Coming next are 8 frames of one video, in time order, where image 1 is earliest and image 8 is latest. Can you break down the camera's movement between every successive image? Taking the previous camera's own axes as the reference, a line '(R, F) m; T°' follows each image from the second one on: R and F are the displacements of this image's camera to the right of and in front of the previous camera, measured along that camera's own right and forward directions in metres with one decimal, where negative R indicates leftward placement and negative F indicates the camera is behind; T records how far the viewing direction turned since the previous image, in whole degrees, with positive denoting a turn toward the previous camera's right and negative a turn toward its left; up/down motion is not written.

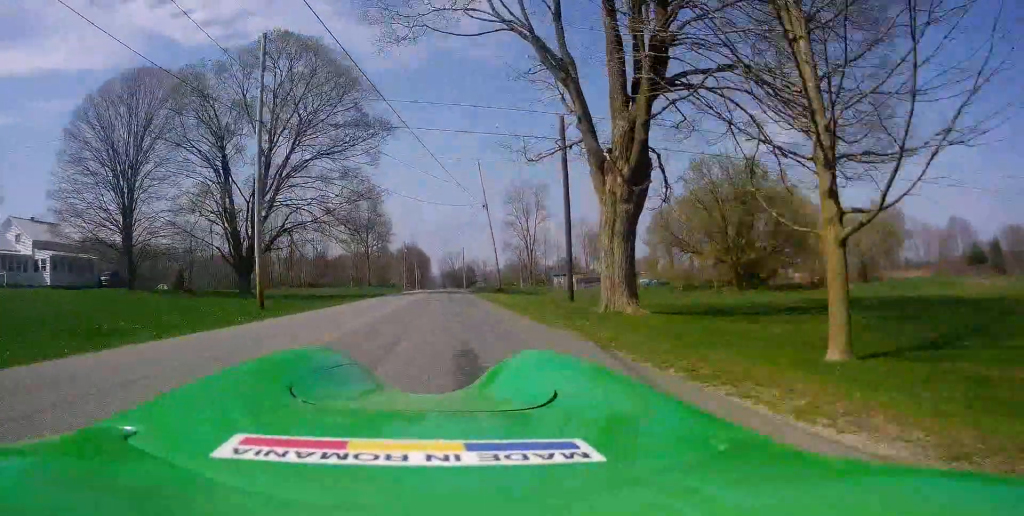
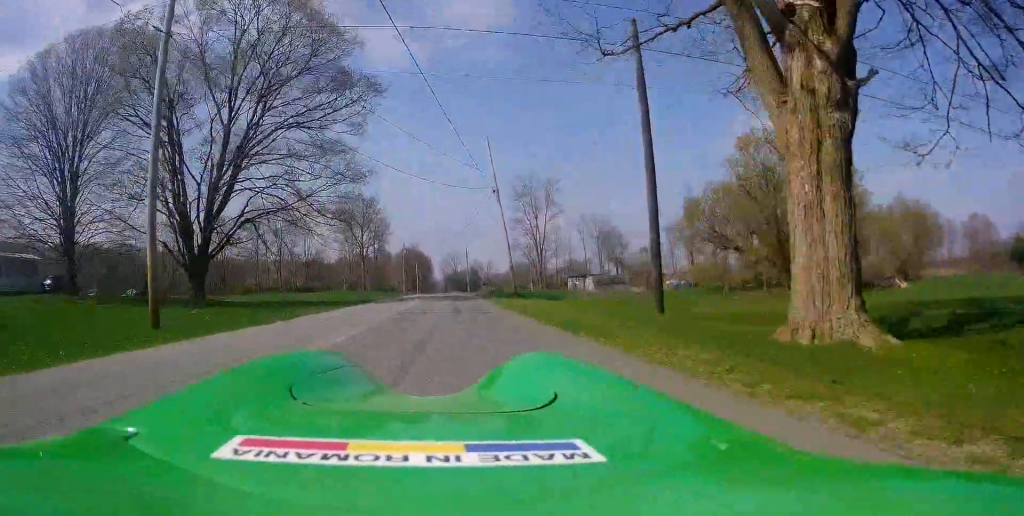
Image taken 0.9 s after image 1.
(+0.1, +8.1) m; 0°
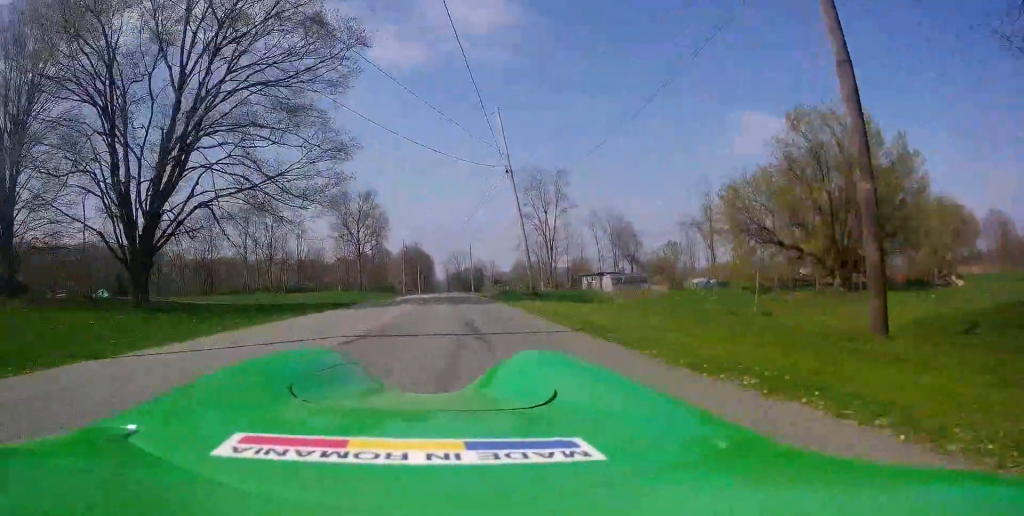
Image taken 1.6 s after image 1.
(0.0, +6.7) m; -1°
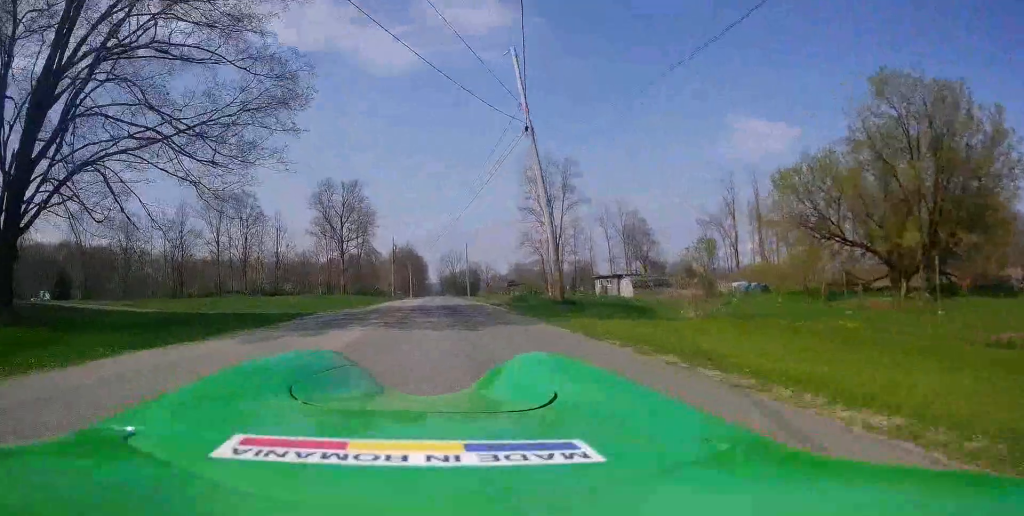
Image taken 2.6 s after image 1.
(-0.2, +9.6) m; 0°
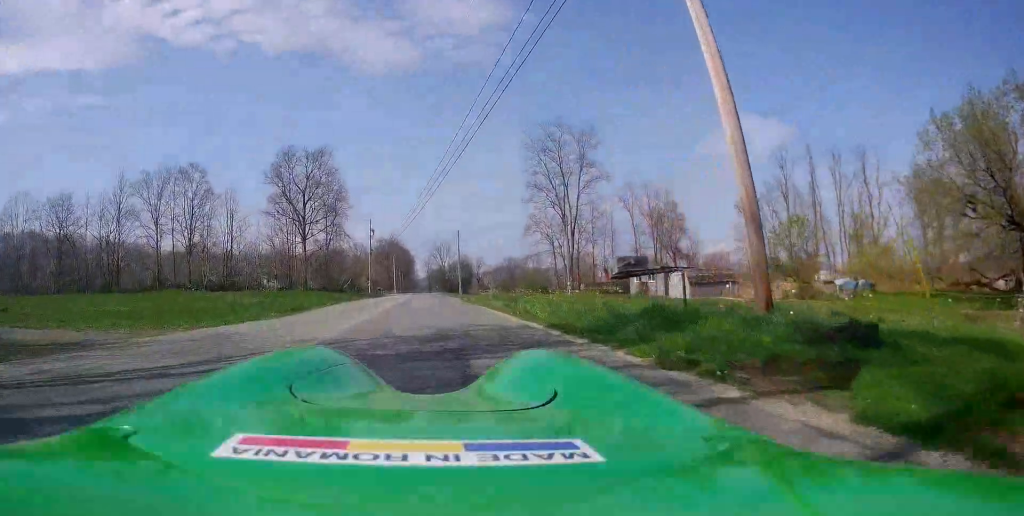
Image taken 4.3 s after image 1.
(+0.5, +18.7) m; 0°
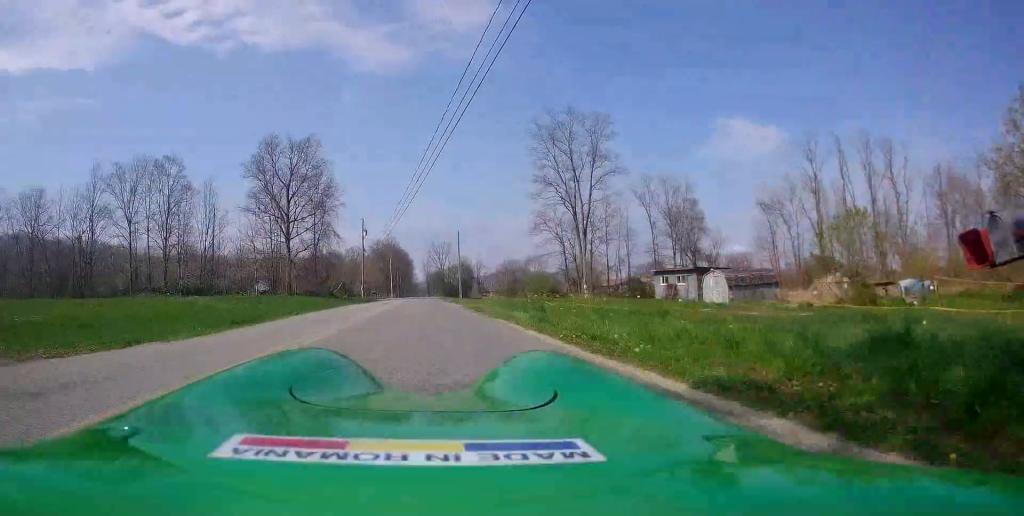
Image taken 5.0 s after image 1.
(-0.2, +7.2) m; +1°
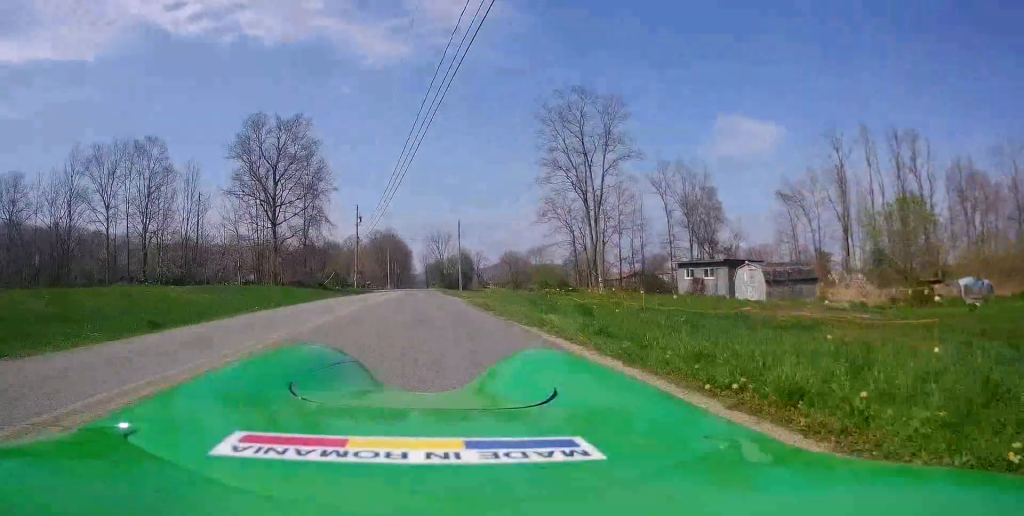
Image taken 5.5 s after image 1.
(-0.2, +5.4) m; +1°
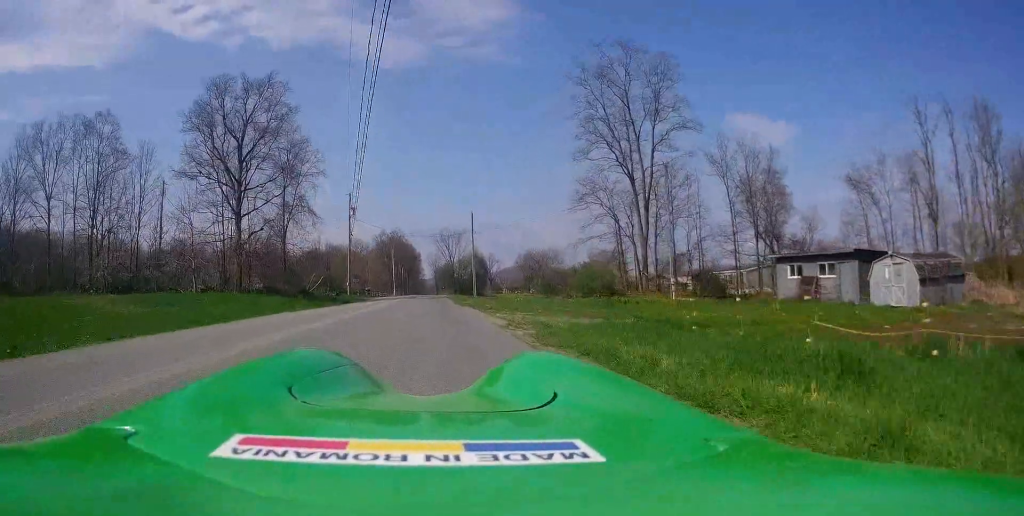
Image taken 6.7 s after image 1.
(+0.5, +12.7) m; -1°
